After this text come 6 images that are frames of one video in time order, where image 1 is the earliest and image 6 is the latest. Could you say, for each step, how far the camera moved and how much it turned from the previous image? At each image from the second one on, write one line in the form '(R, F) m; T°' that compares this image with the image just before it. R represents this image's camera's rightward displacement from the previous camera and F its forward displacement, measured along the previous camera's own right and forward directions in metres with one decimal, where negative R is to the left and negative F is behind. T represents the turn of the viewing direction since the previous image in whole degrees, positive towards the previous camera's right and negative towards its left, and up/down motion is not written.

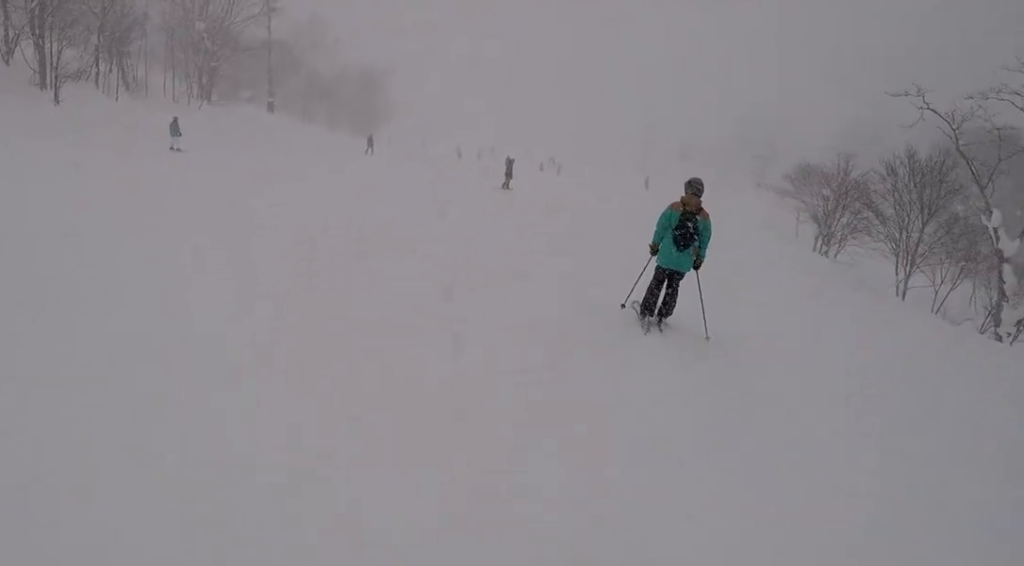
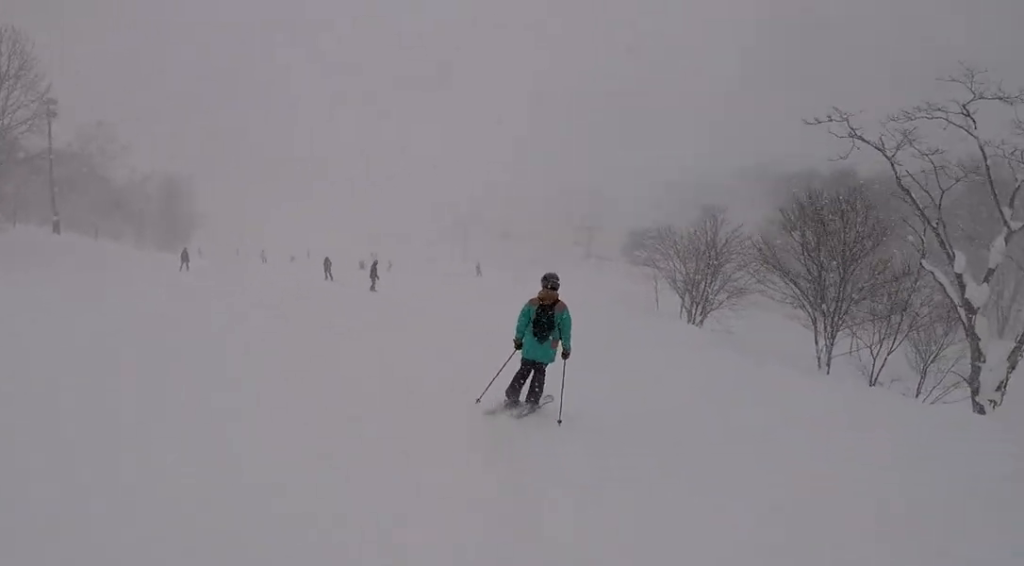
(+0.3, +6.5) m; -1°
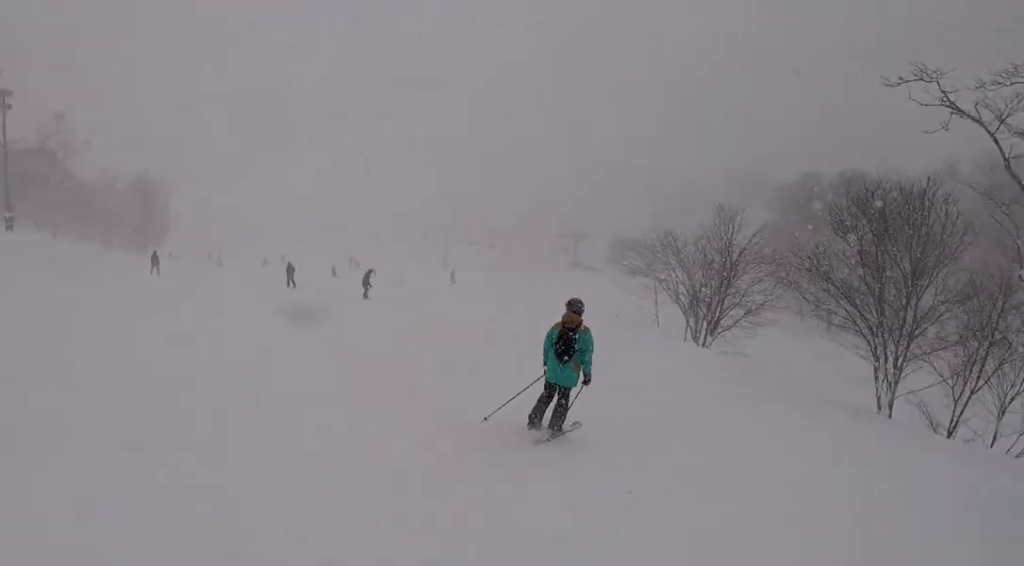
(-0.7, +4.7) m; 0°
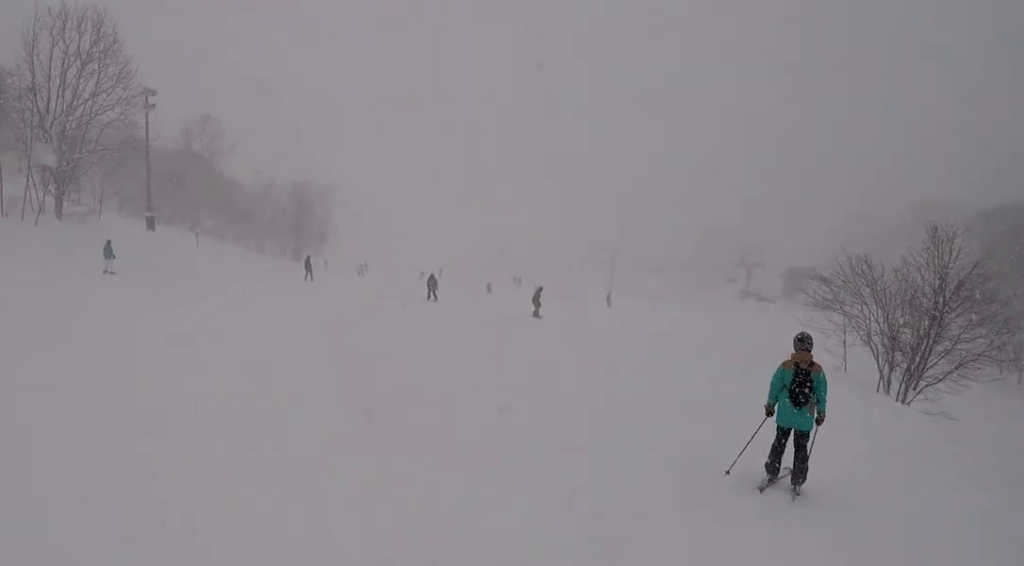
(+0.4, +3.8) m; -3°
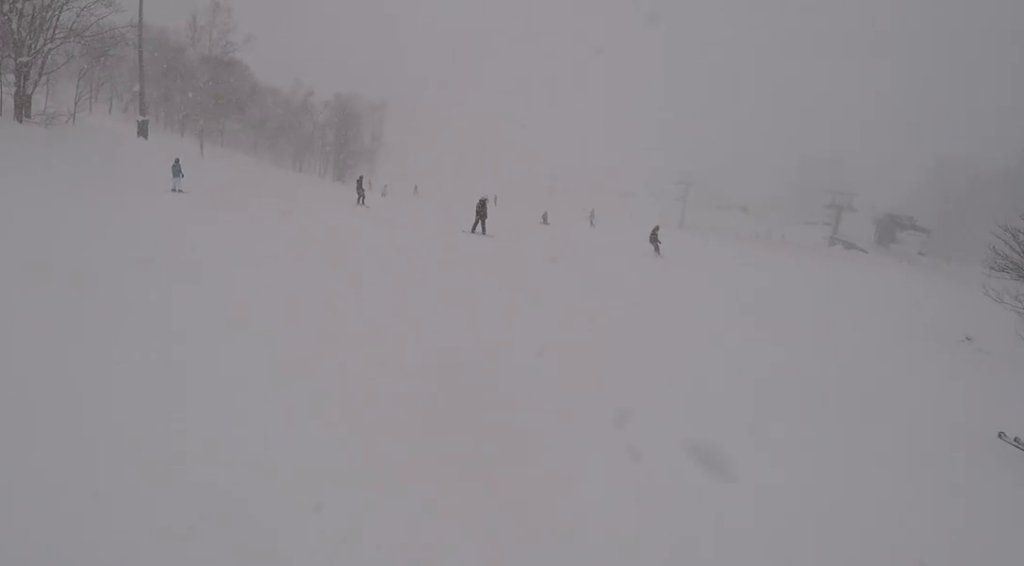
(-1.2, +9.2) m; -6°
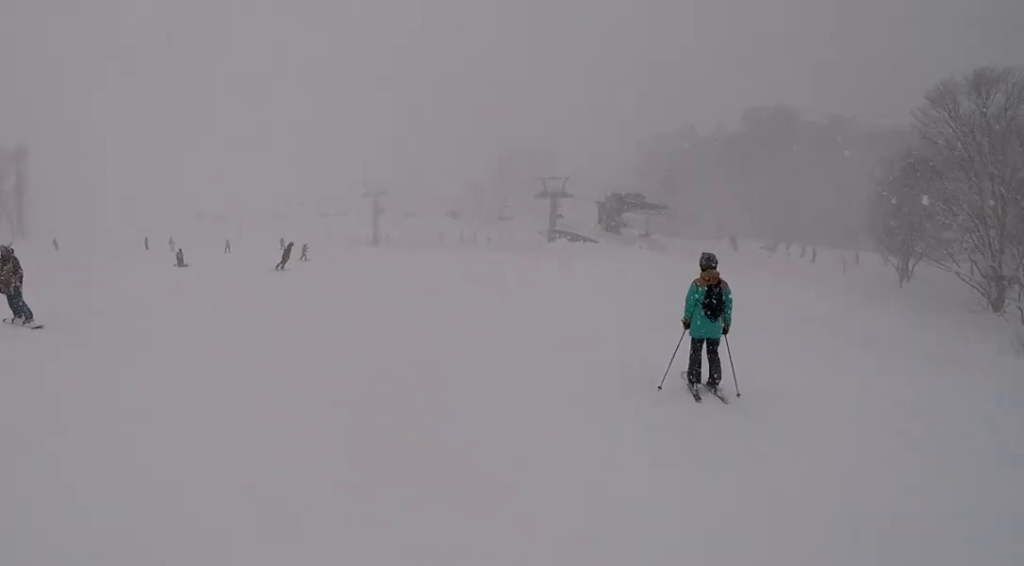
(+4.3, +16.8) m; +20°
